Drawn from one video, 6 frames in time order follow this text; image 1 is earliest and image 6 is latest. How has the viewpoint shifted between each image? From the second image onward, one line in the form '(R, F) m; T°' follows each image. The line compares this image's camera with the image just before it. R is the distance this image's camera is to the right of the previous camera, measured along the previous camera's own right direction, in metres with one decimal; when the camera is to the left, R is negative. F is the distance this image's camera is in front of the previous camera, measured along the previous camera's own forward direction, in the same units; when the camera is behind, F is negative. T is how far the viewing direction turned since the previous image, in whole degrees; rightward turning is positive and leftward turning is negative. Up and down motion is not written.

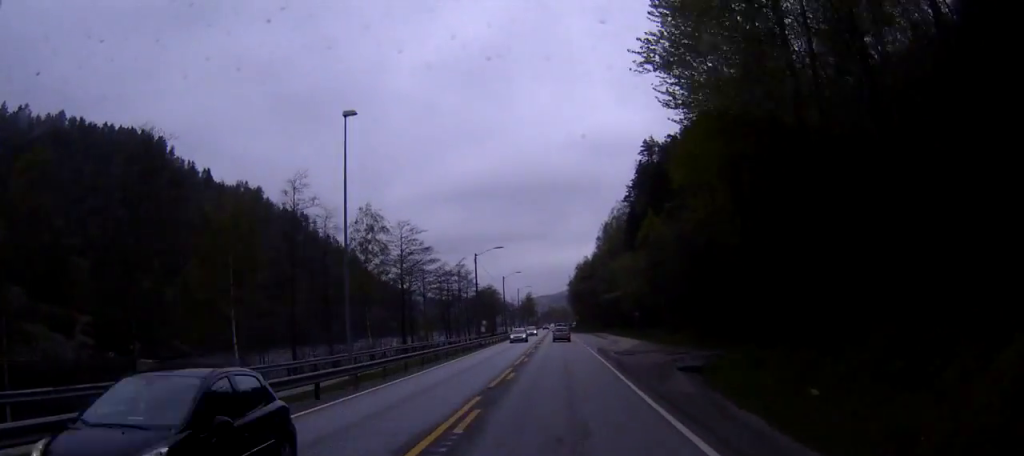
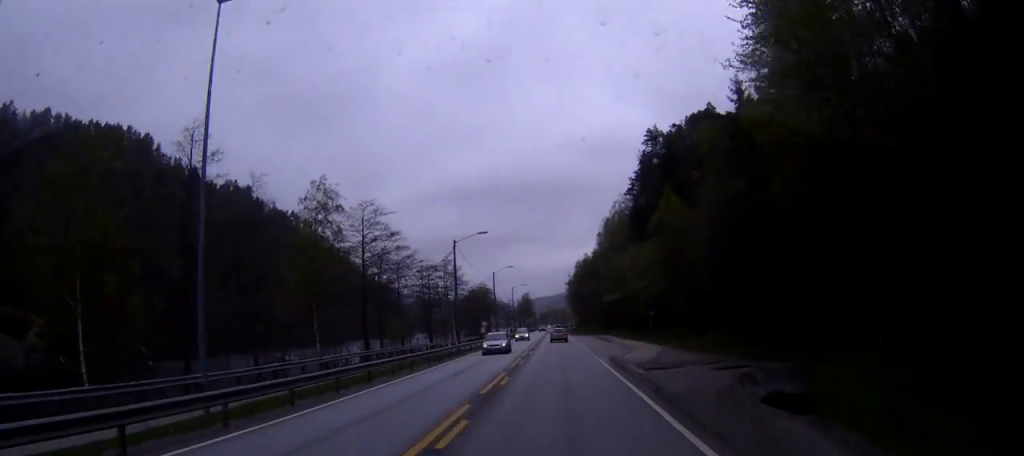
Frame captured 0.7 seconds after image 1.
(-0.1, +14.0) m; 0°
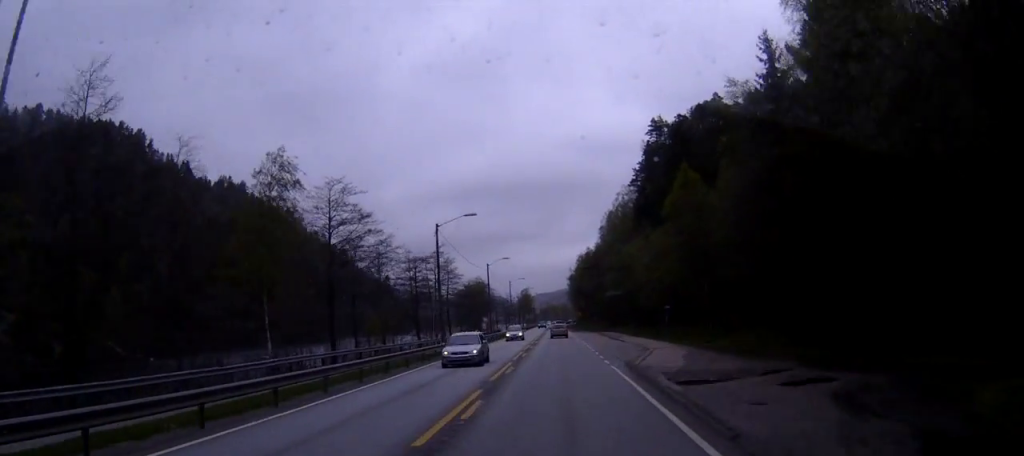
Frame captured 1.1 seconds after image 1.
(0.0, +9.1) m; 0°
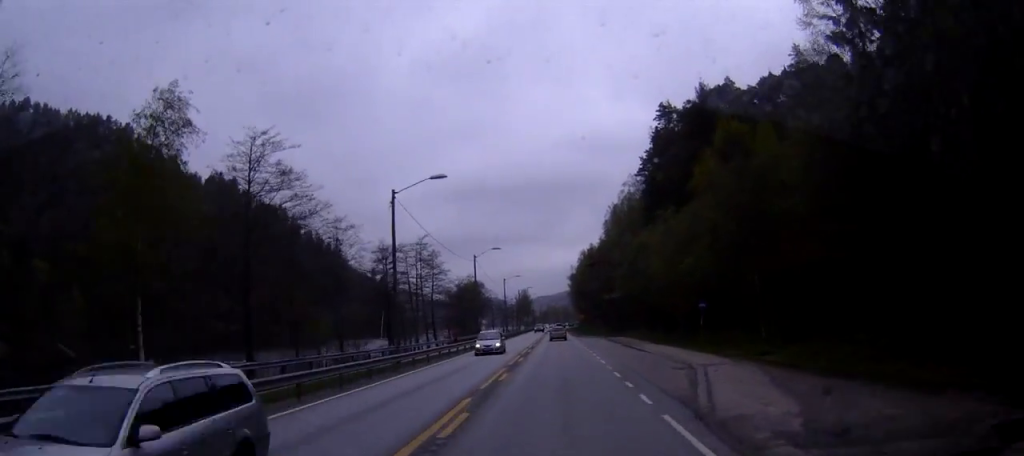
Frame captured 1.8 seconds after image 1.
(0.0, +14.4) m; 0°
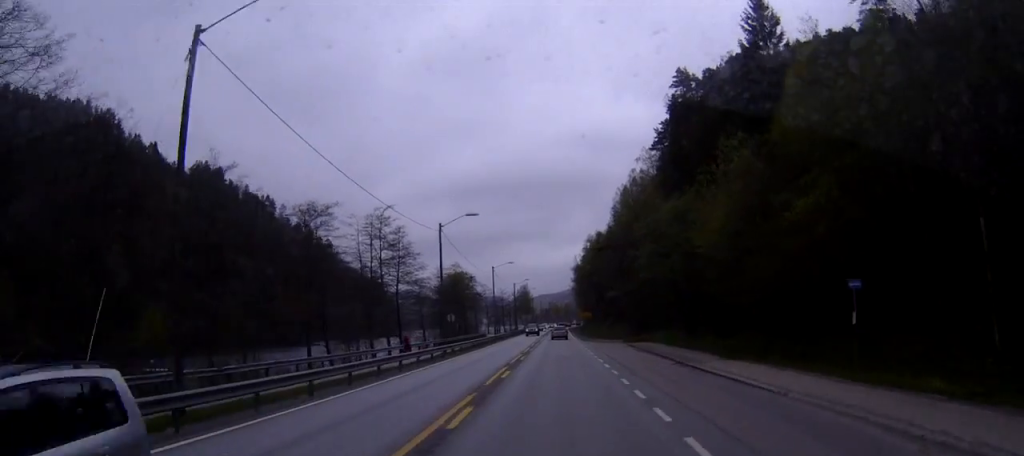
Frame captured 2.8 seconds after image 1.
(0.0, +23.2) m; 0°
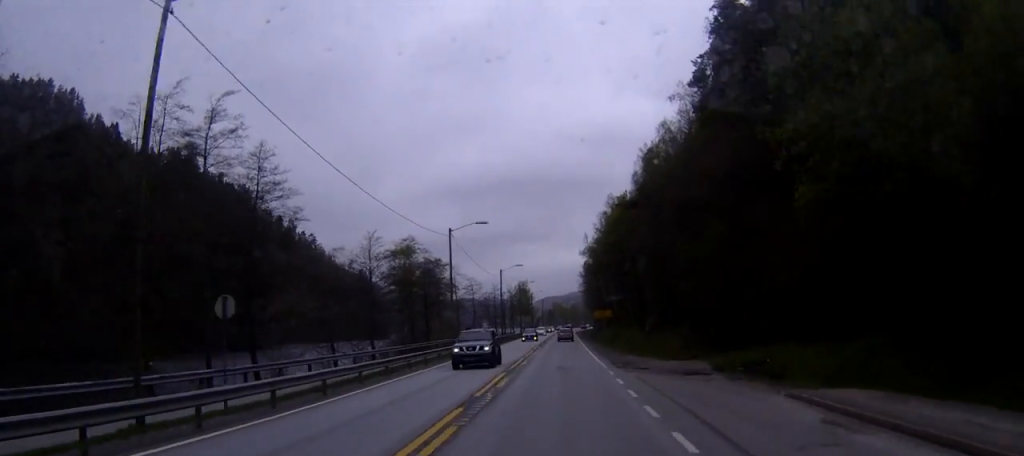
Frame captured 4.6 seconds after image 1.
(-0.2, +39.8) m; 0°
